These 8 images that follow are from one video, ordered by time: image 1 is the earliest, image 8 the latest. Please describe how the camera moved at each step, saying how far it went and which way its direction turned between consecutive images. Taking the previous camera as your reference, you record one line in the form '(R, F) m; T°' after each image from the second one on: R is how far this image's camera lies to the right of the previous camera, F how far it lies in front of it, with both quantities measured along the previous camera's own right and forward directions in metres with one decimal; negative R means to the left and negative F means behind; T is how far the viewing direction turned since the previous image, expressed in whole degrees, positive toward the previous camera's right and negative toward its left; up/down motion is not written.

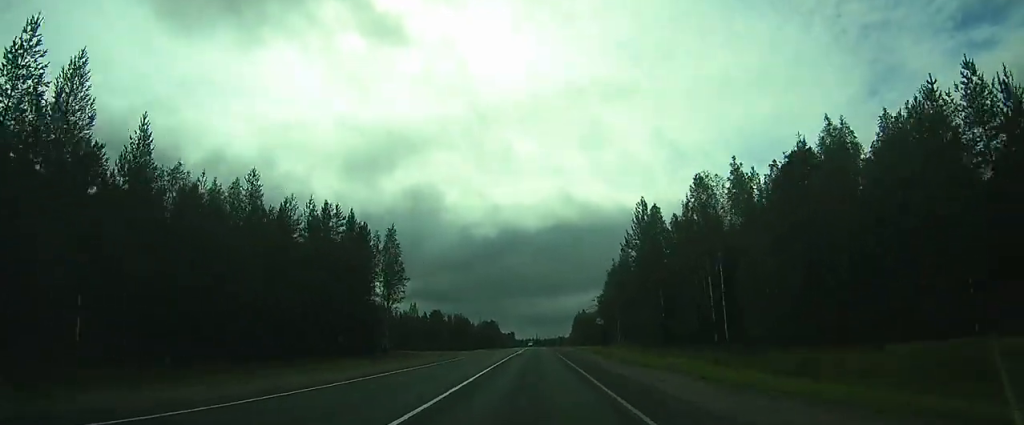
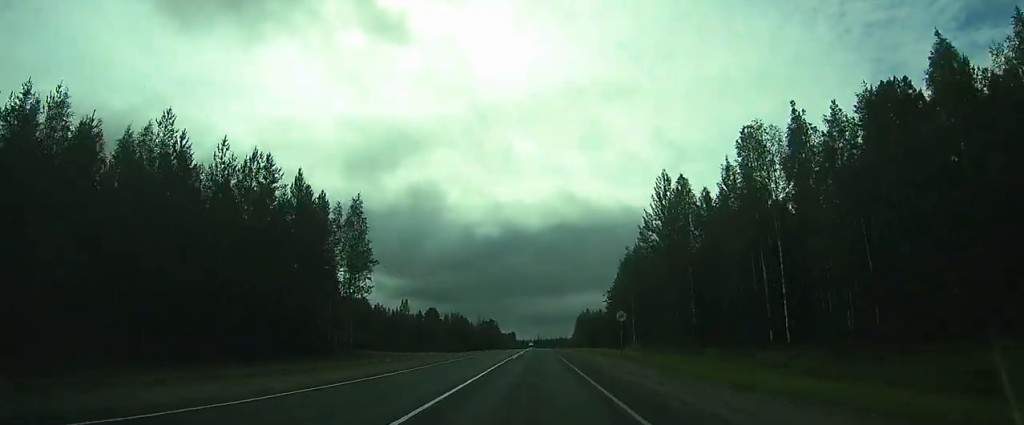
(0.0, +12.6) m; 0°
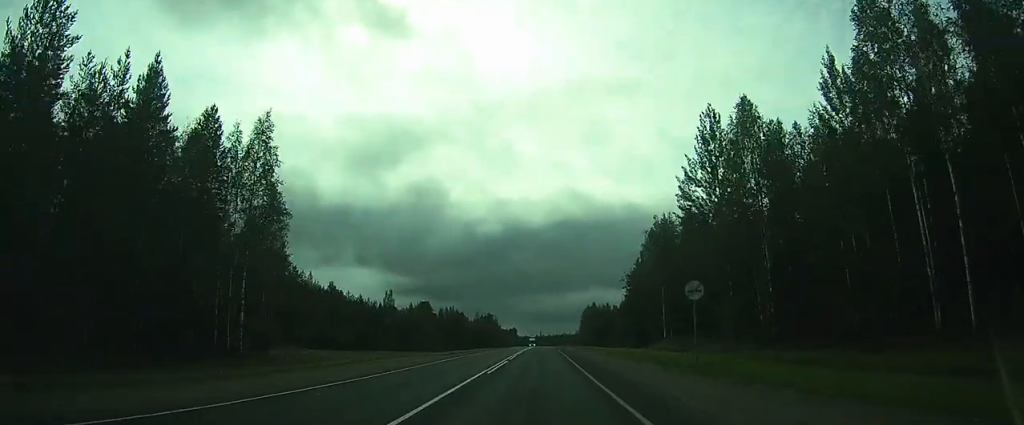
(0.0, +17.9) m; 0°
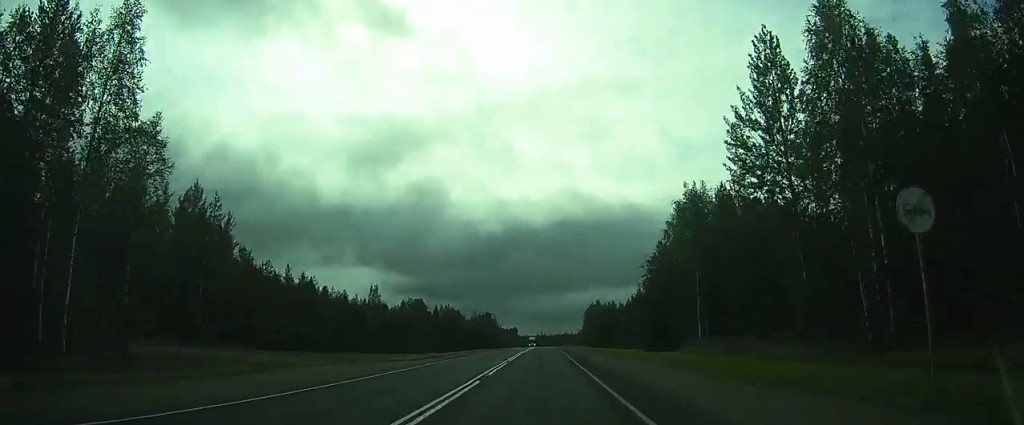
(0.0, +12.7) m; 0°
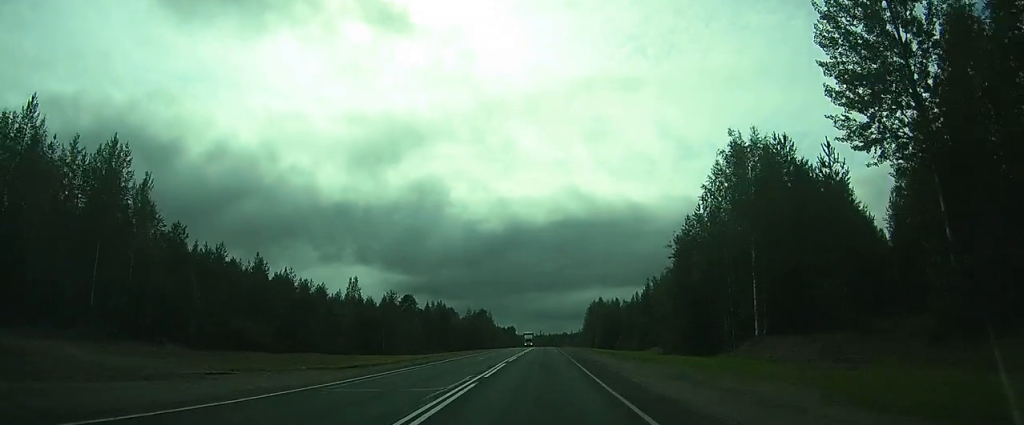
(0.0, +12.7) m; 0°
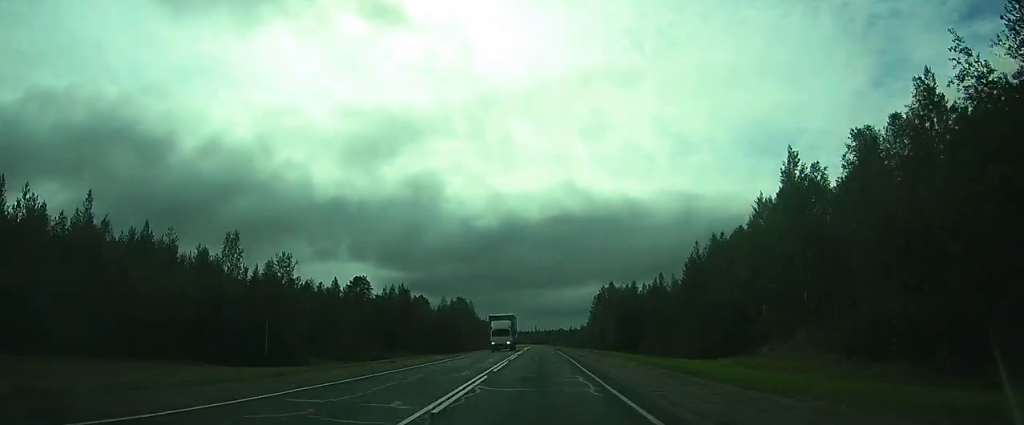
(+0.3, +43.4) m; 0°
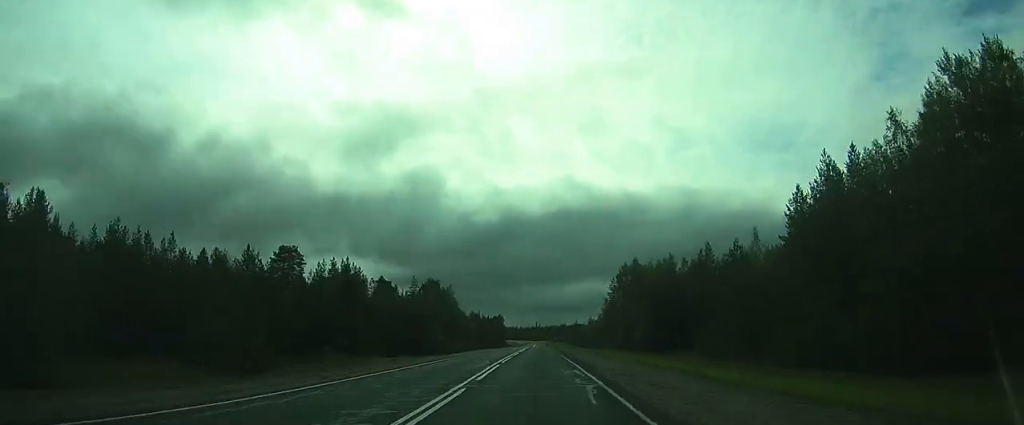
(-0.1, +39.8) m; -1°
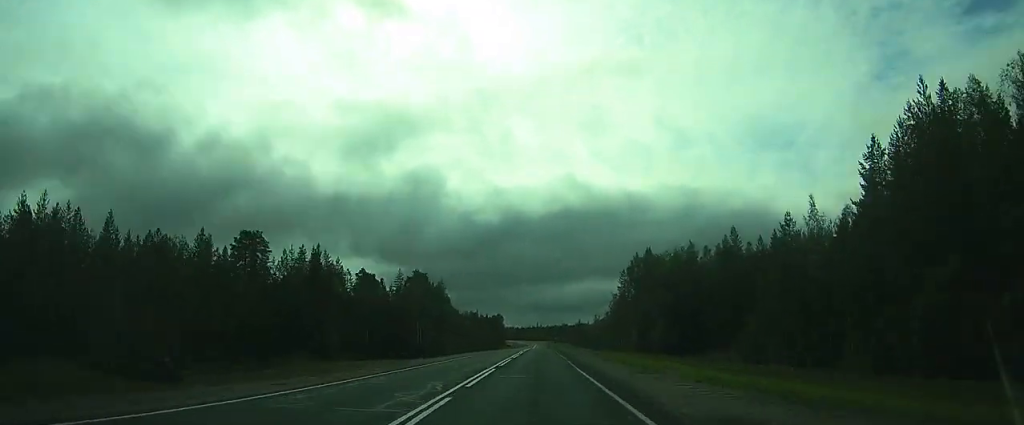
(0.0, +13.5) m; -1°
